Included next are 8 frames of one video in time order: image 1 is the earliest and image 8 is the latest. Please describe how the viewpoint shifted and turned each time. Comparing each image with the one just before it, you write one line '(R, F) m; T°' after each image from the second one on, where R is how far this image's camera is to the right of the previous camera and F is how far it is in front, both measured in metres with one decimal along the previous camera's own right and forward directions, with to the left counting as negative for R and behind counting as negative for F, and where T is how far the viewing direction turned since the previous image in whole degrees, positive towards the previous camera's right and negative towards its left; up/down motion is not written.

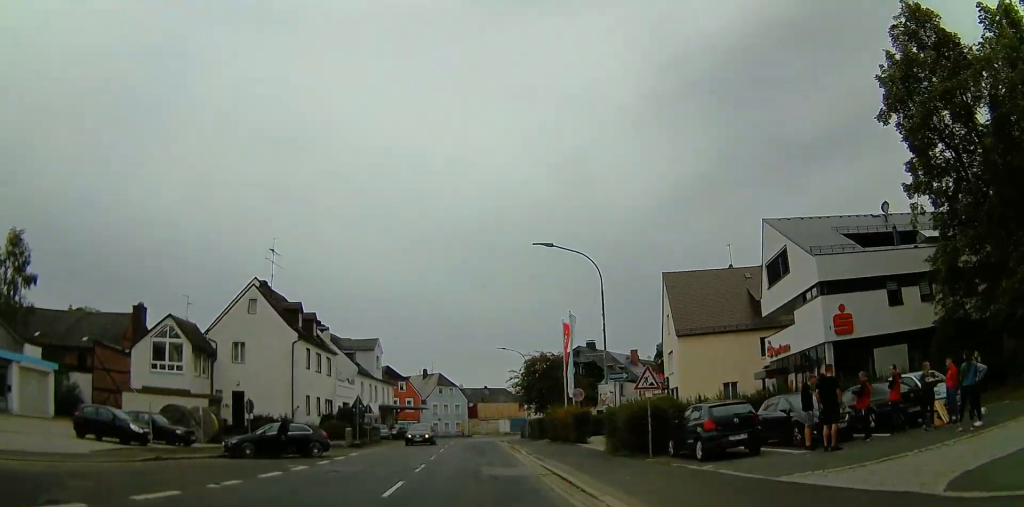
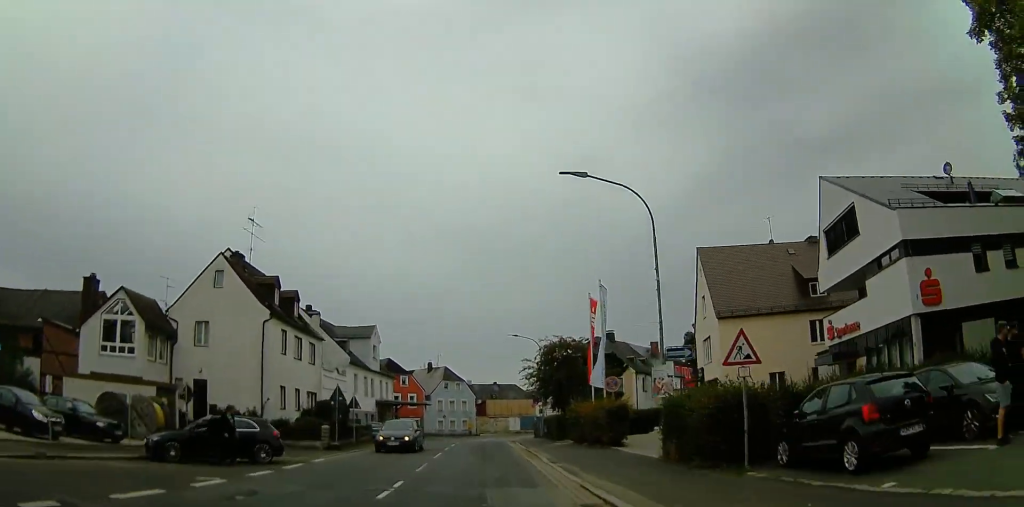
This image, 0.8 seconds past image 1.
(-1.8, +6.4) m; -7°
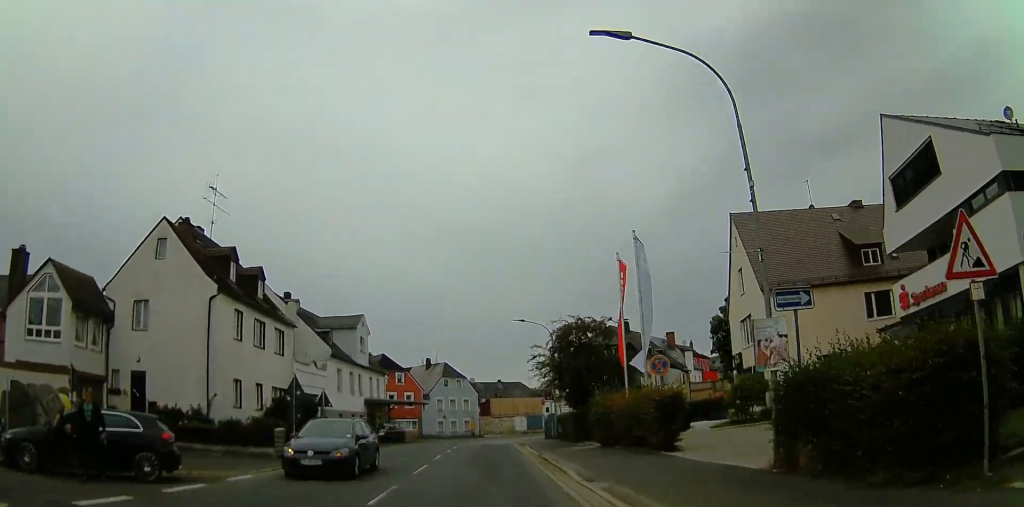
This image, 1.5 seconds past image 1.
(+1.1, +6.7) m; +5°
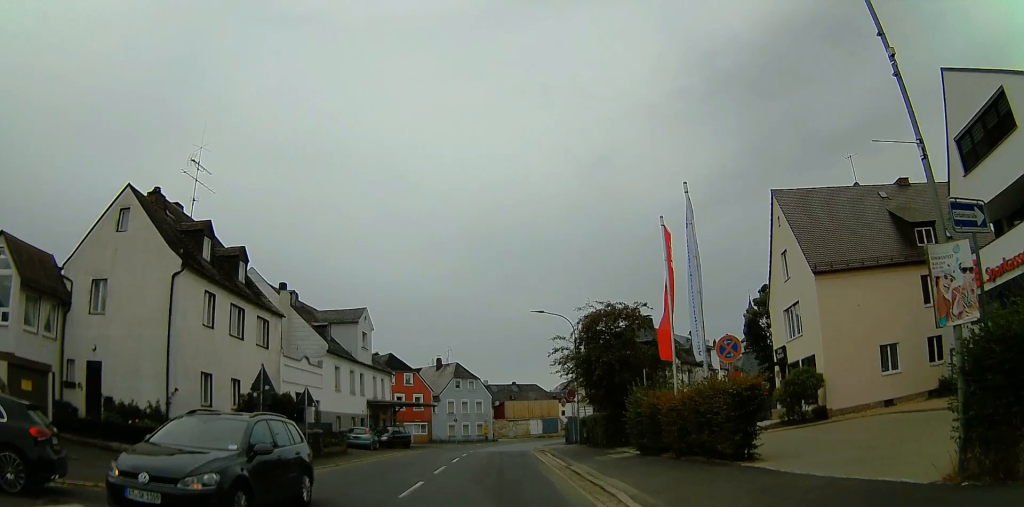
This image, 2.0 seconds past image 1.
(+0.1, +4.5) m; 0°
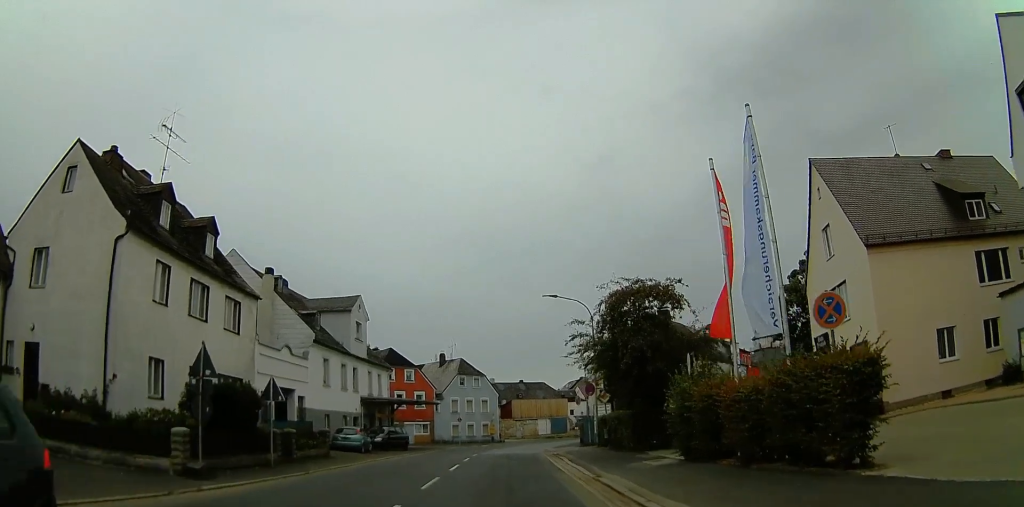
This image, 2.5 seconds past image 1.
(0.0, +4.3) m; -2°
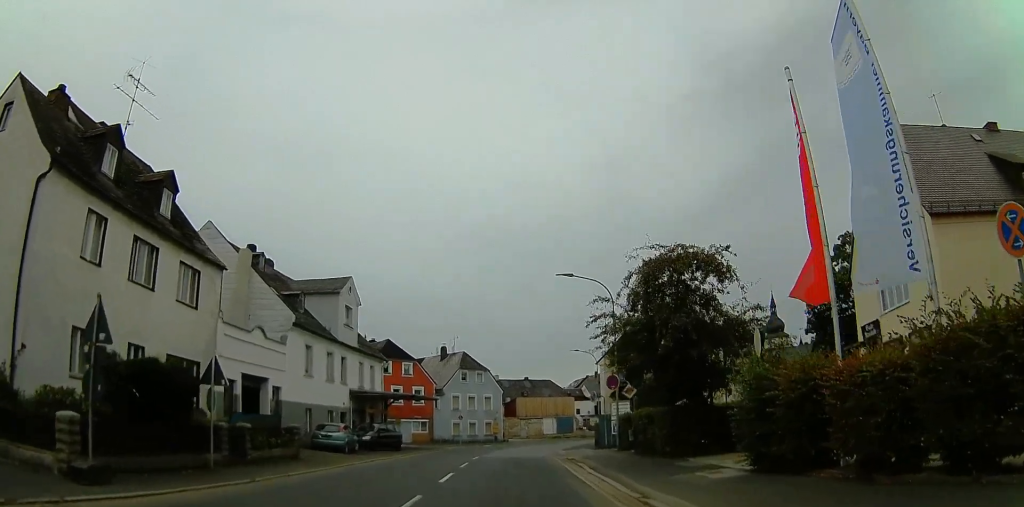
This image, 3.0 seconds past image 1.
(-0.1, +4.3) m; -2°
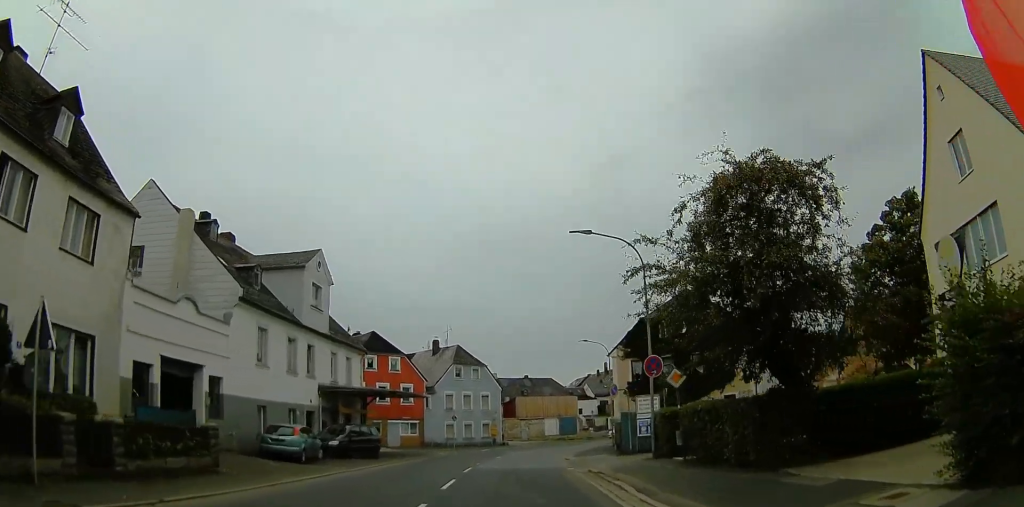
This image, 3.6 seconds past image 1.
(-0.3, +6.1) m; -2°
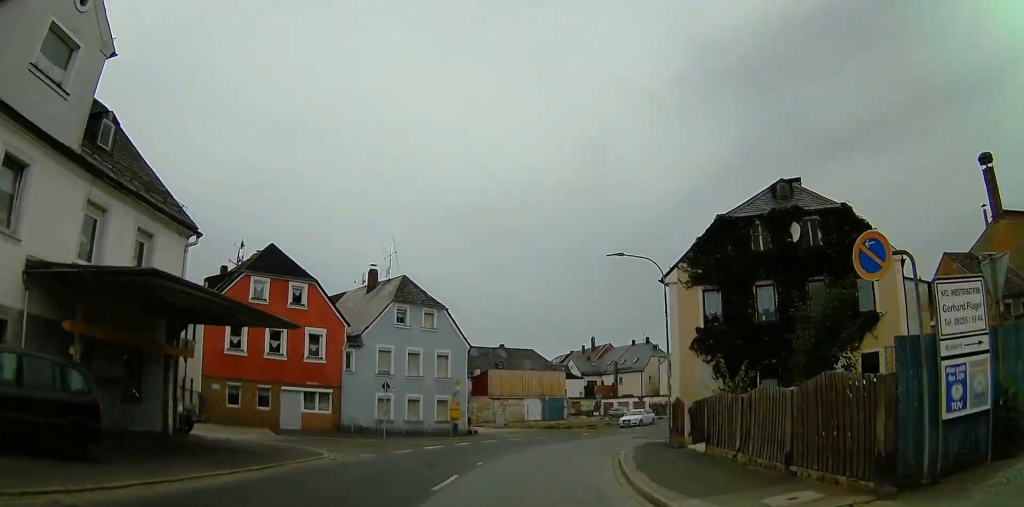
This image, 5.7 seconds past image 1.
(+1.0, +20.3) m; +7°
